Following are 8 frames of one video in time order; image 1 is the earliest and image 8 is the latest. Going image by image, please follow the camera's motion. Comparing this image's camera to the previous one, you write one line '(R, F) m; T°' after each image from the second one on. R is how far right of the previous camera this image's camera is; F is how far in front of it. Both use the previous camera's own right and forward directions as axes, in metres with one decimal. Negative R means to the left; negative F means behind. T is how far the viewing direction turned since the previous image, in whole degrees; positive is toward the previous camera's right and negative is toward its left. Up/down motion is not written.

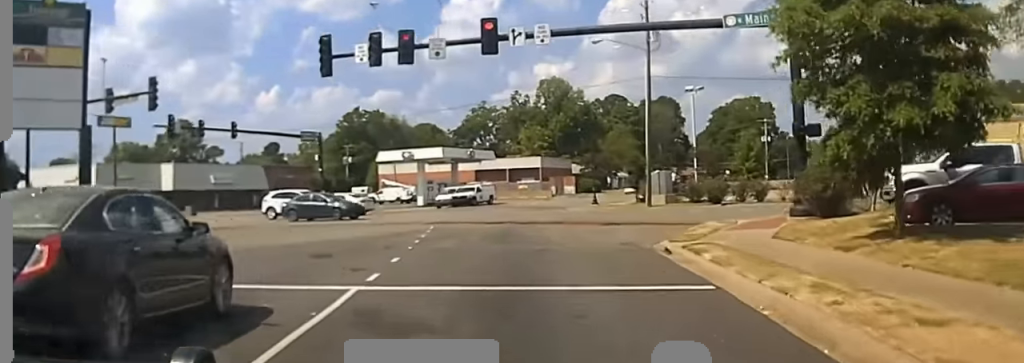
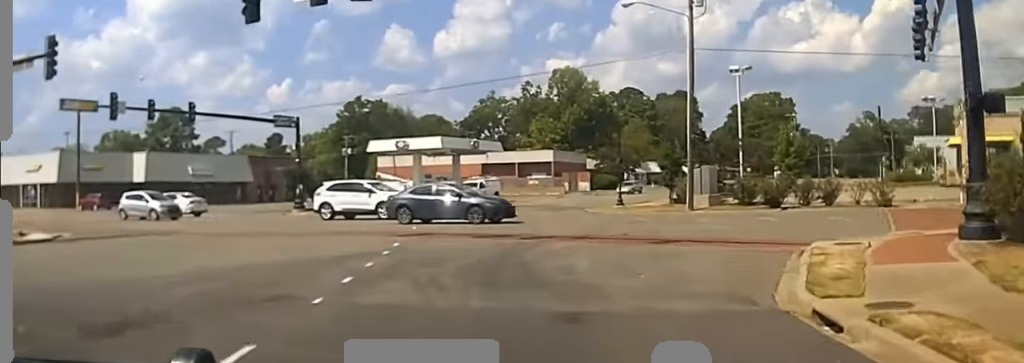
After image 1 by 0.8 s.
(+0.2, +15.6) m; +1°
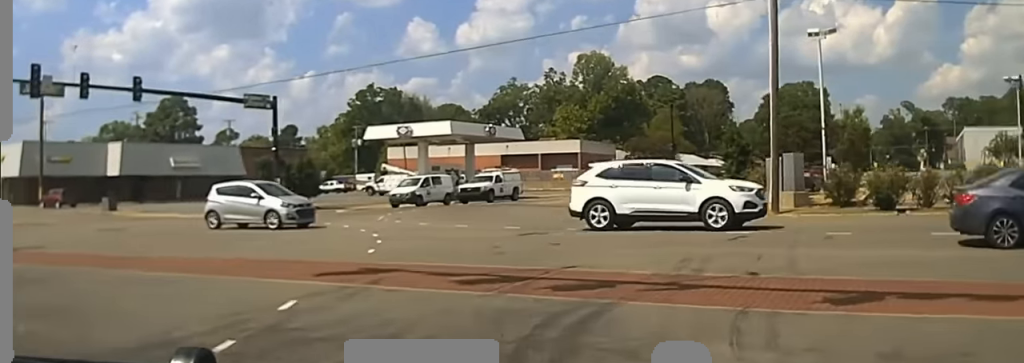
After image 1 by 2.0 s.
(-0.1, +16.0) m; -2°
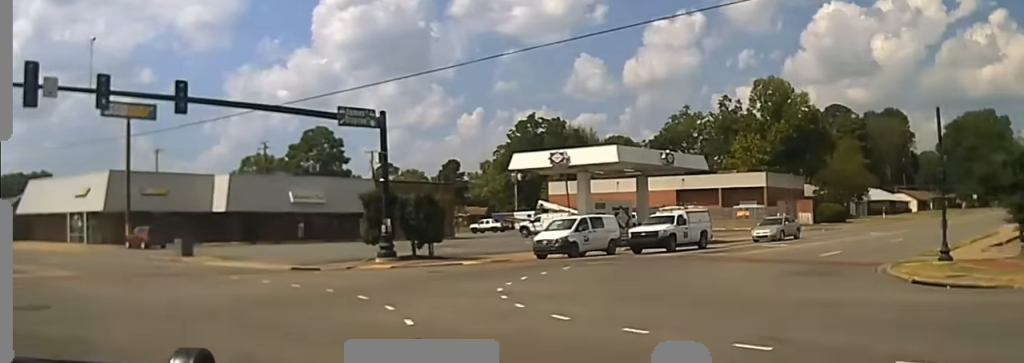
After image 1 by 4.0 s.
(-0.9, +16.6) m; -10°
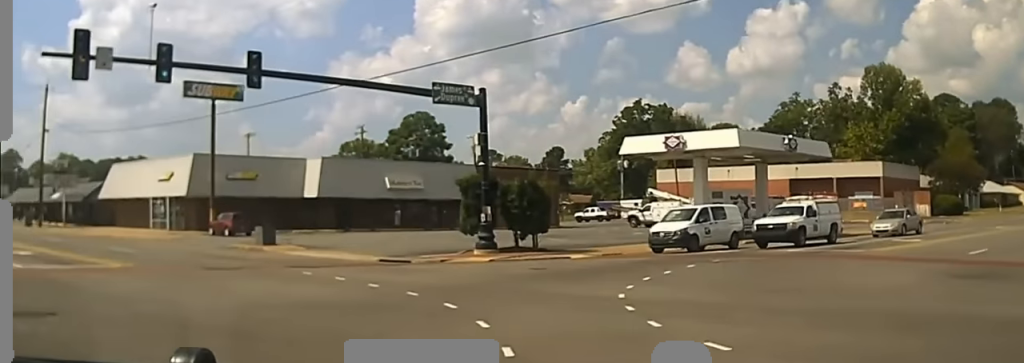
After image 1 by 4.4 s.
(-0.2, +3.2) m; -5°
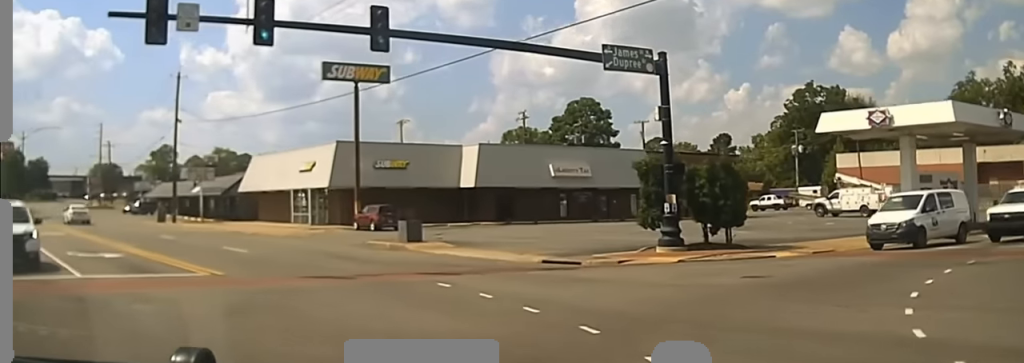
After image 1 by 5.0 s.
(-0.4, +5.5) m; -7°
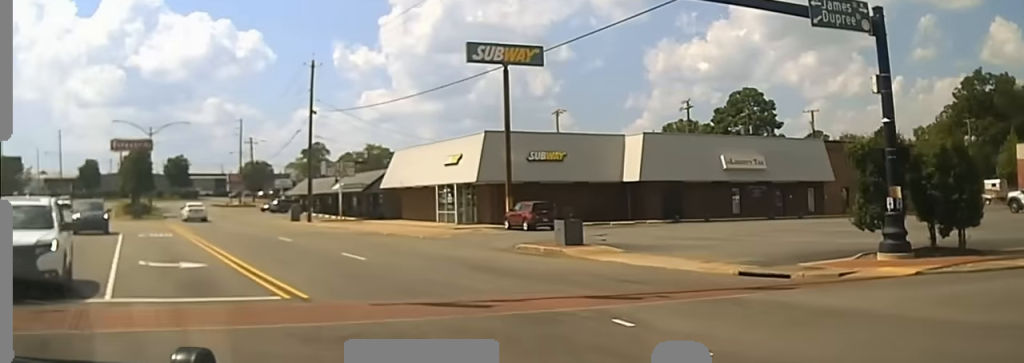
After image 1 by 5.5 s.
(-0.3, +4.7) m; -4°
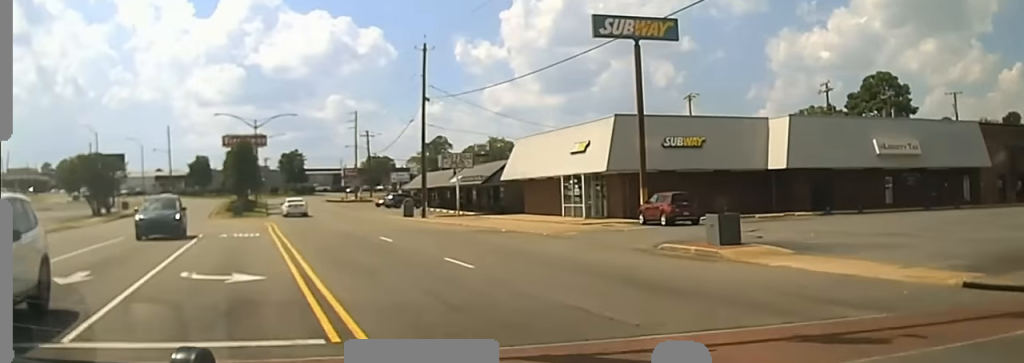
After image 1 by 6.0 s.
(-0.1, +4.1) m; -5°
